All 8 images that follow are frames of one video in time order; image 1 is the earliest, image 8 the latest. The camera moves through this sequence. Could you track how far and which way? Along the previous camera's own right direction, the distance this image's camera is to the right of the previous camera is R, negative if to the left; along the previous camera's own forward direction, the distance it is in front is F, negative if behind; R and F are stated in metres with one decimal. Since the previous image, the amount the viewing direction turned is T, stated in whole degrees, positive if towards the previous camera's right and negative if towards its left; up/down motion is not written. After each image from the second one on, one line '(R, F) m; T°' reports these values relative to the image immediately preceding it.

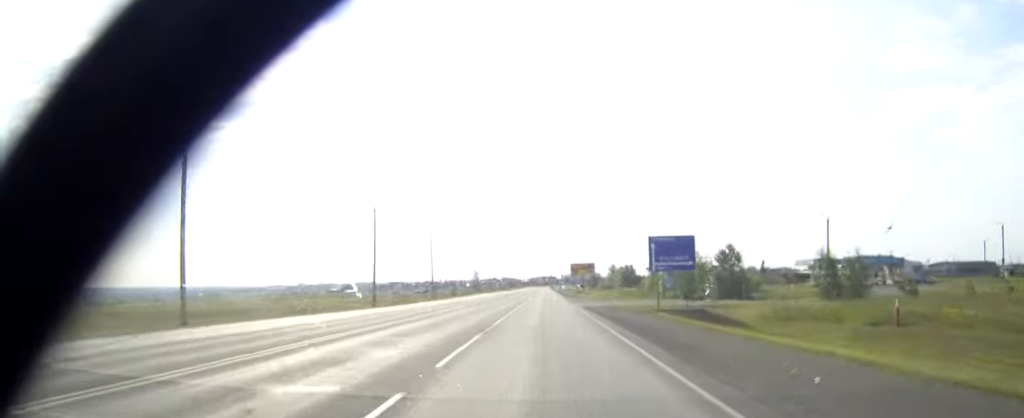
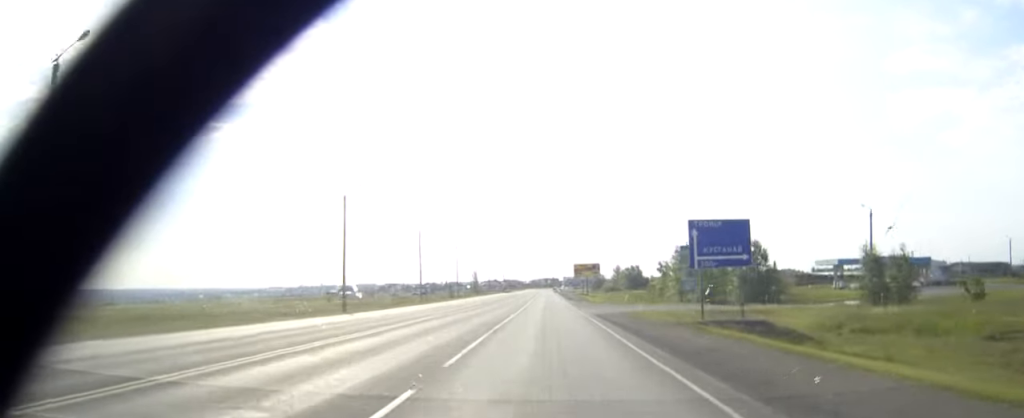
(0.0, +11.5) m; 0°
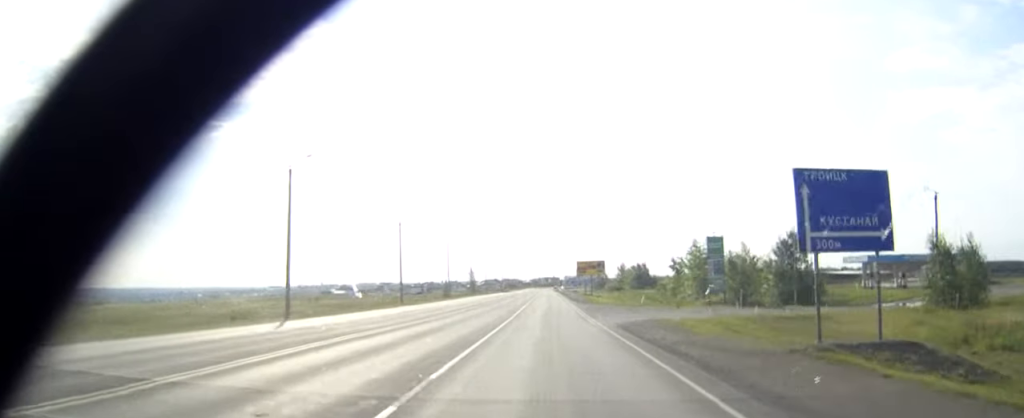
(0.0, +13.3) m; 0°
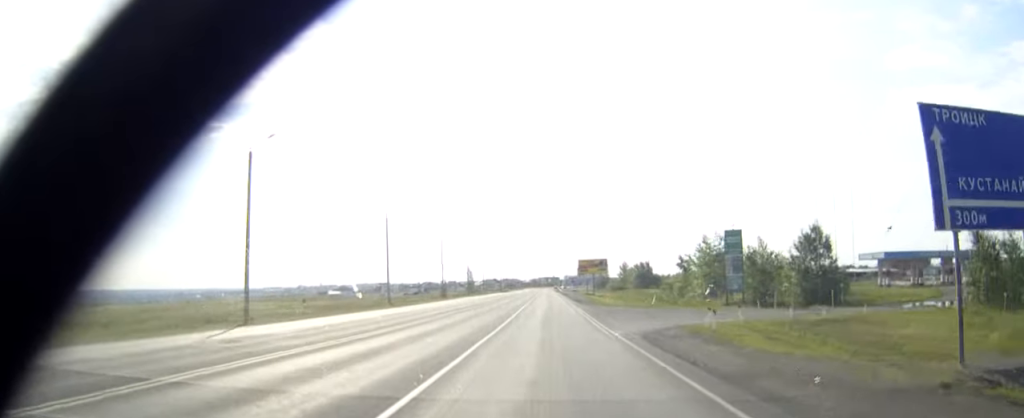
(0.0, +6.7) m; 0°
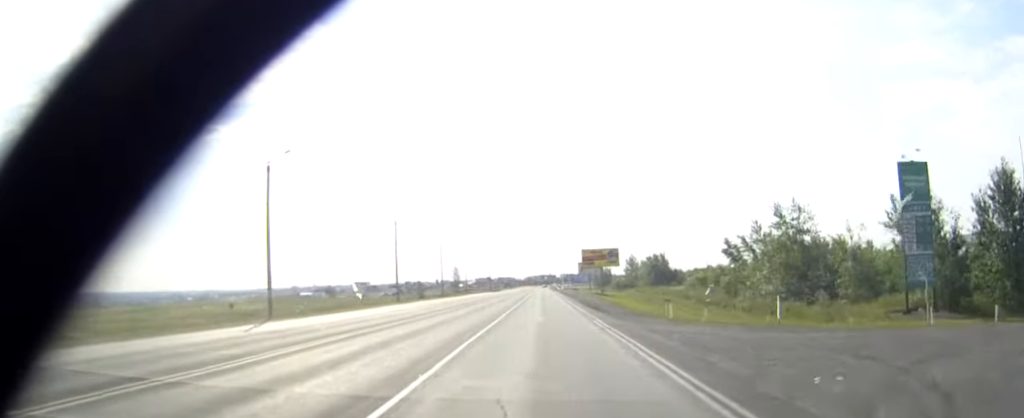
(0.0, +32.3) m; 0°
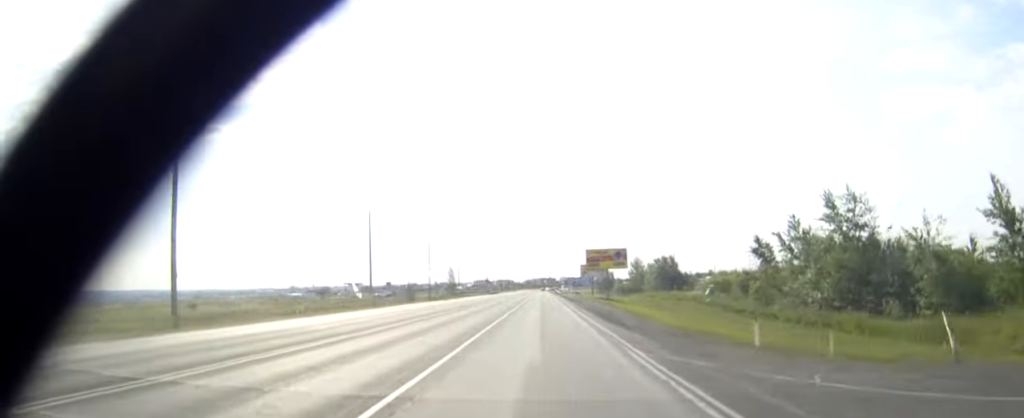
(0.0, +12.3) m; 0°
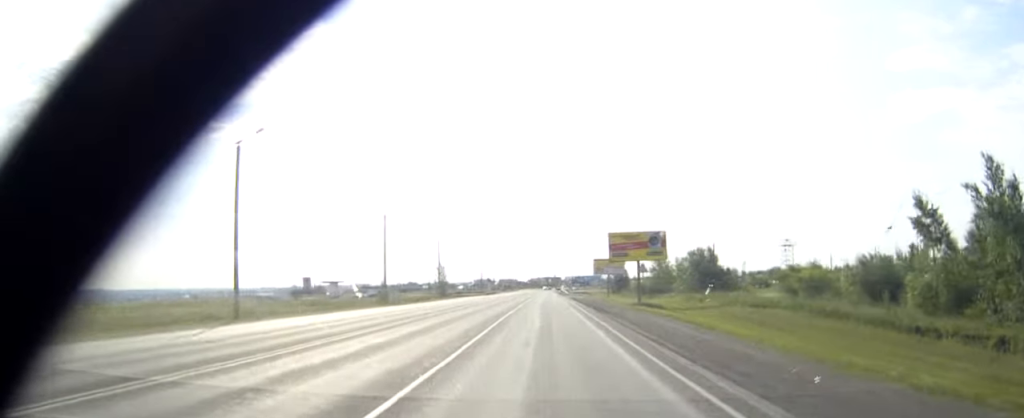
(0.0, +32.3) m; 0°
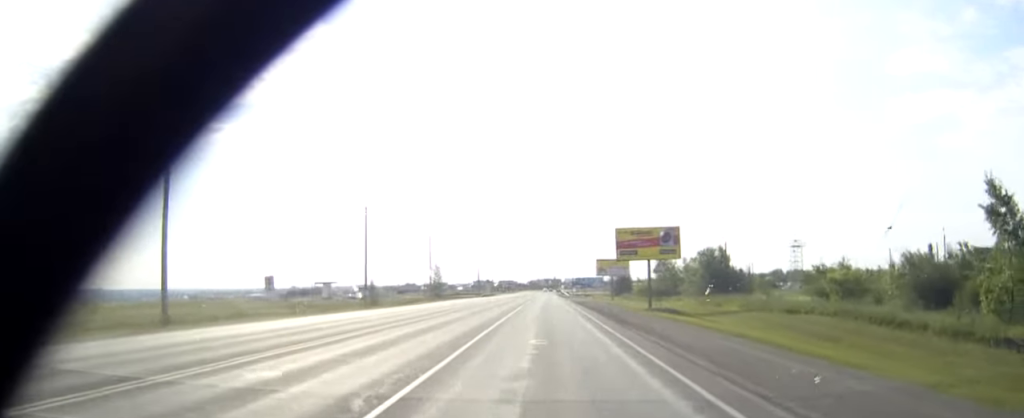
(0.0, +8.1) m; 0°
